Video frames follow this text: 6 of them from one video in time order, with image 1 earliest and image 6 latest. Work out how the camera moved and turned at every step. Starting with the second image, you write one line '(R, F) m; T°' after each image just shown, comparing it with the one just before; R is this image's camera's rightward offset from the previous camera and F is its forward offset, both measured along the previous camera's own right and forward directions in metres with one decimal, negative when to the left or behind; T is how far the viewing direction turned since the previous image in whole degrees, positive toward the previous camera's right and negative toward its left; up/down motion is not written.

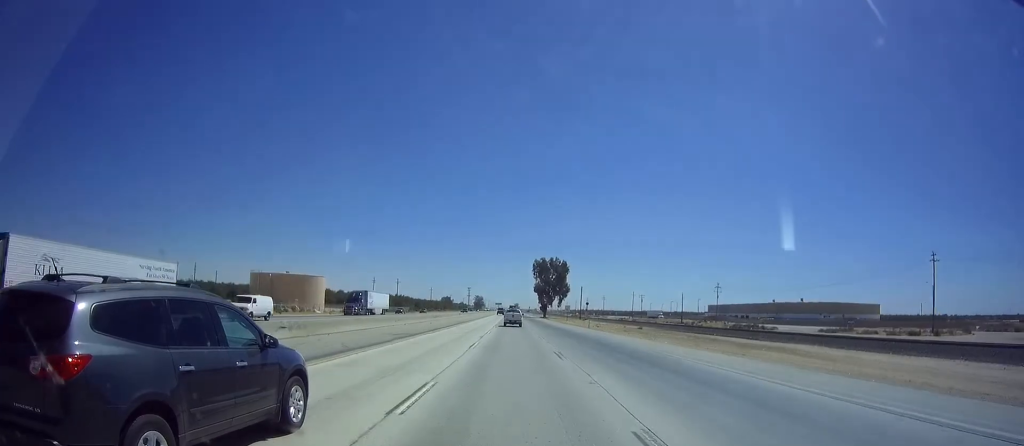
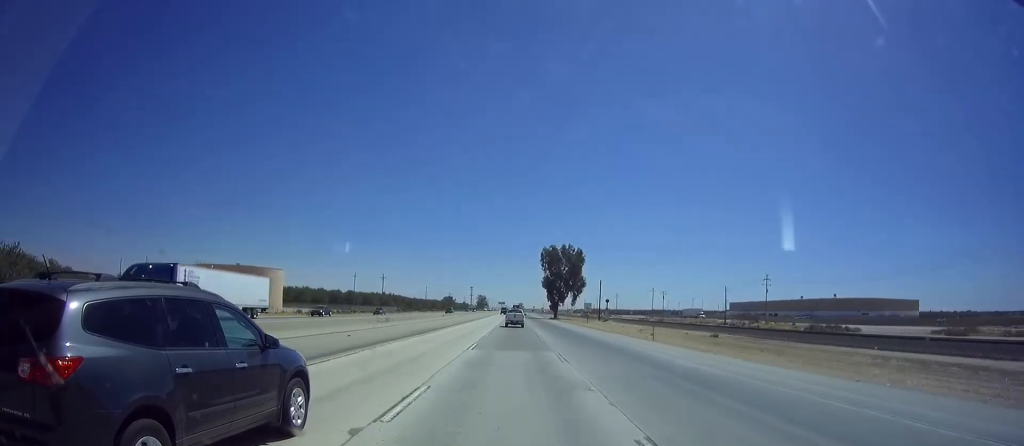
(+0.3, +29.7) m; 0°
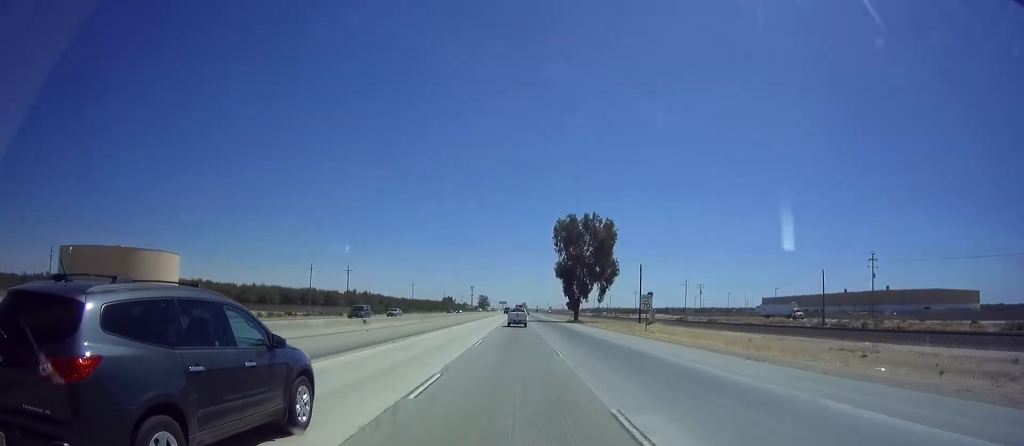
(-0.3, +41.2) m; -1°
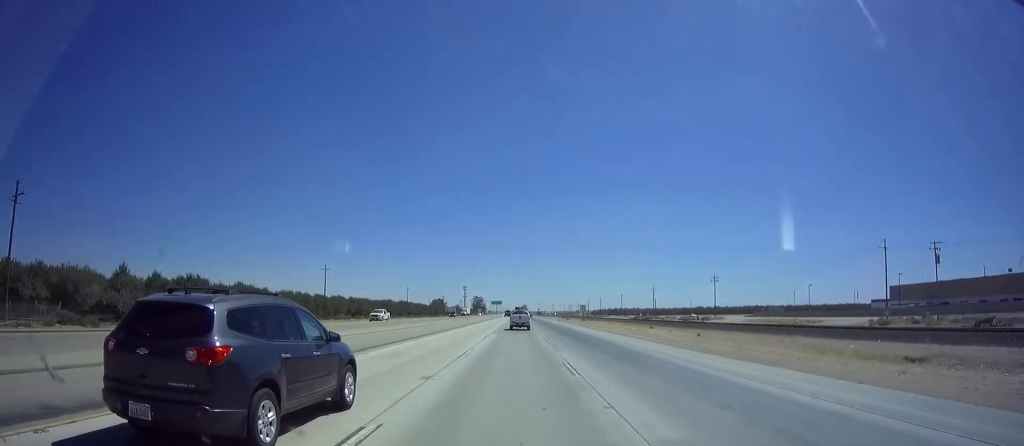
(-0.8, +107.9) m; 0°
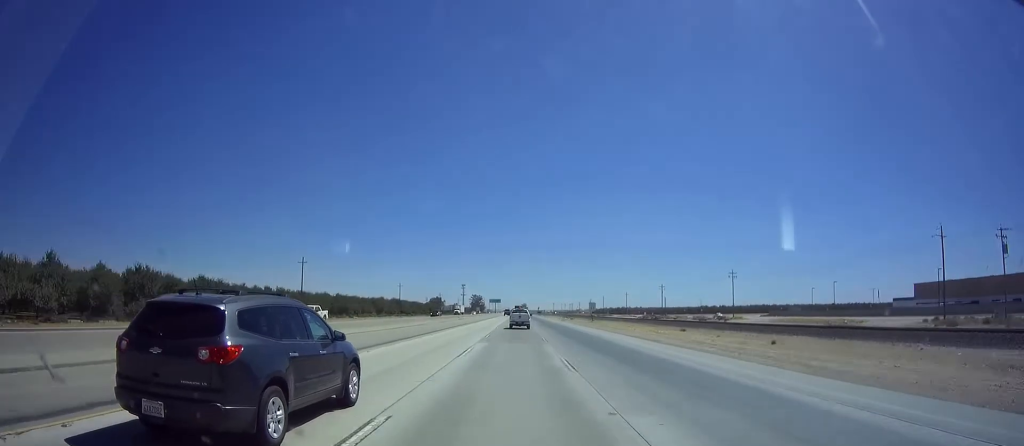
(0.0, +14.1) m; 0°
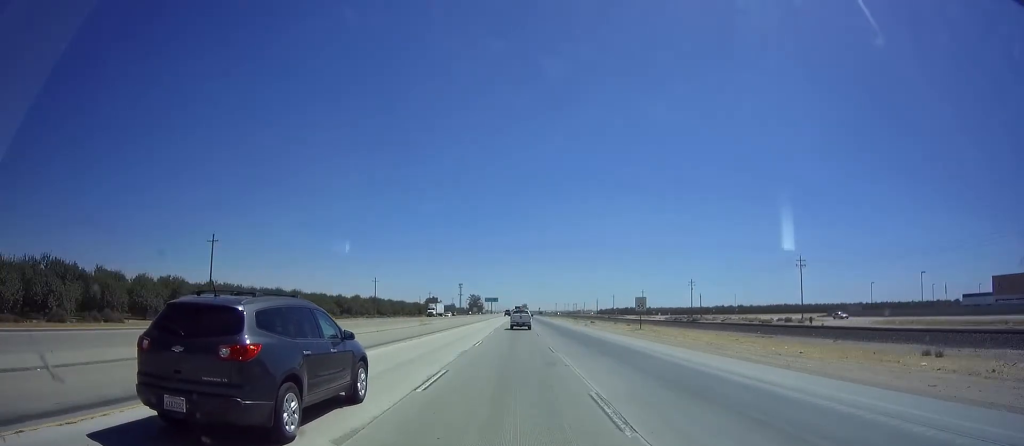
(0.0, +36.9) m; 0°
